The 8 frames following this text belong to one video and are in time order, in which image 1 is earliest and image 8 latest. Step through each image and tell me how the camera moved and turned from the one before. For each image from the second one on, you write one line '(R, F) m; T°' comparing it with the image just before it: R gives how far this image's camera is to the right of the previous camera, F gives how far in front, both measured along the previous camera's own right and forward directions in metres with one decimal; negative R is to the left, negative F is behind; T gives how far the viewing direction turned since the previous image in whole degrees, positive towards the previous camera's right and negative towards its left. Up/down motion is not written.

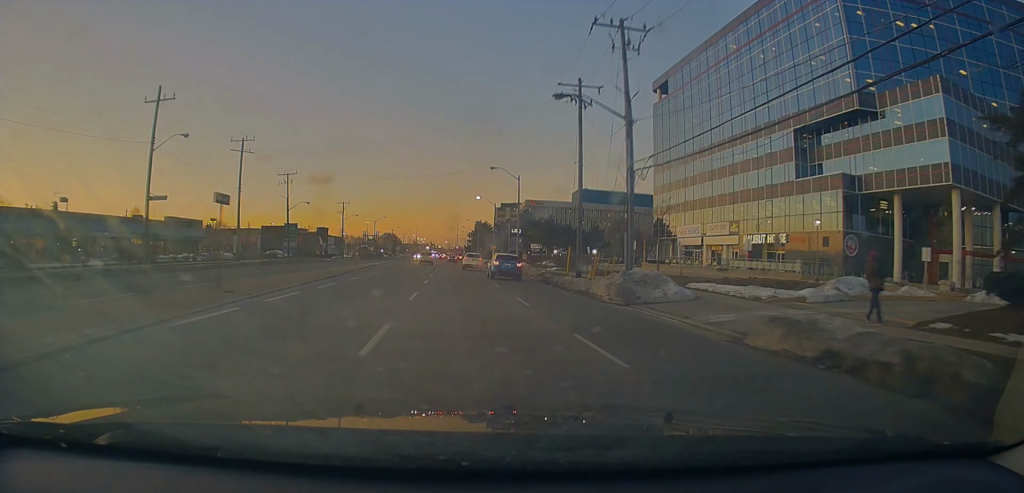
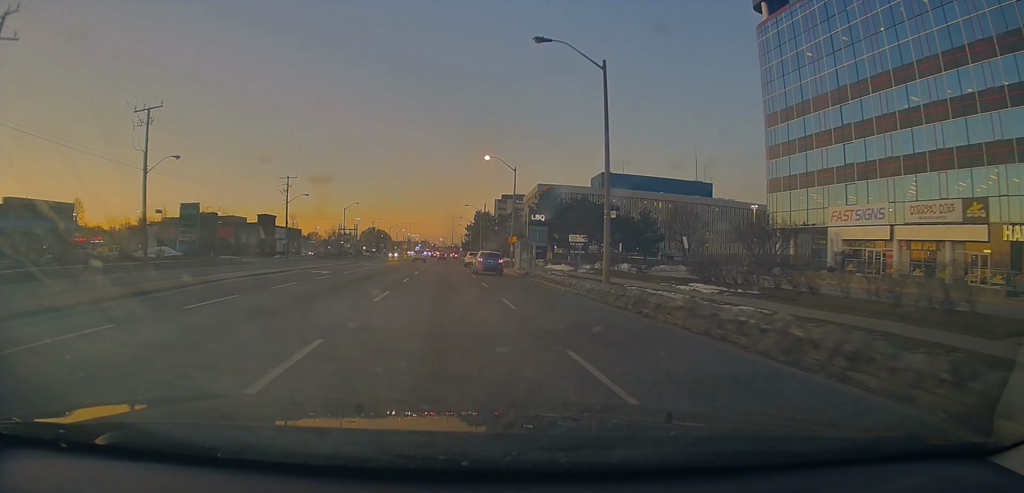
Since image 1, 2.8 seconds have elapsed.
(-0.5, +38.1) m; +1°
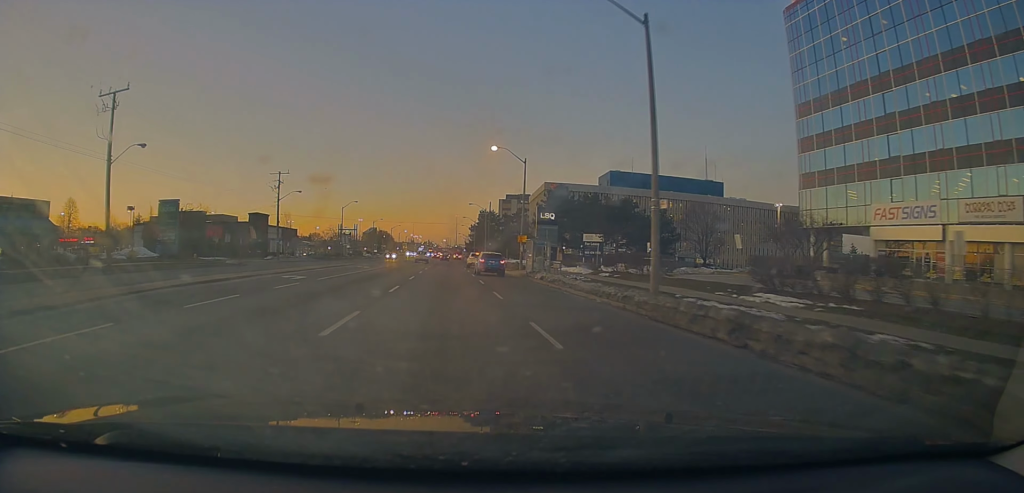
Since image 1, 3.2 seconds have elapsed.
(0.0, +5.7) m; +1°
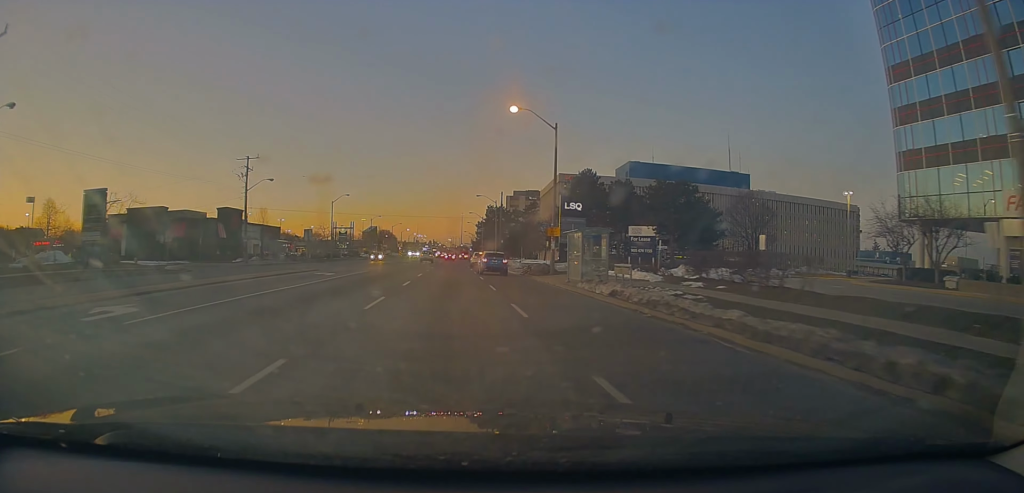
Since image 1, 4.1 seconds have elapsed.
(+0.4, +14.0) m; -1°
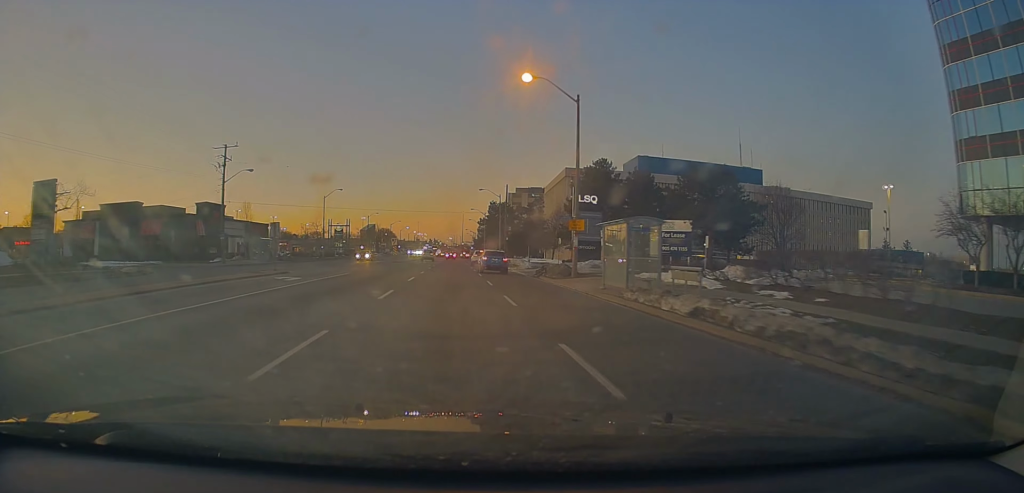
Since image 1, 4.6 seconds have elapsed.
(-0.3, +7.0) m; -1°
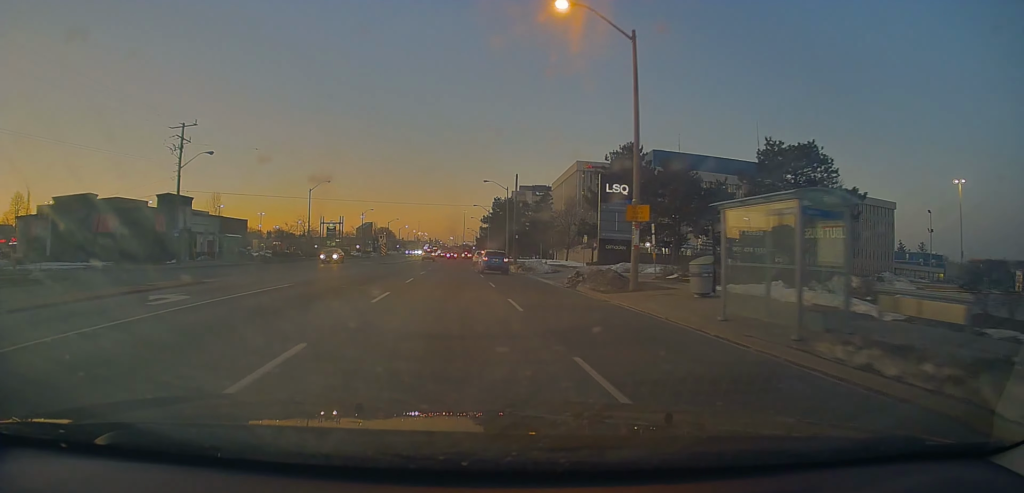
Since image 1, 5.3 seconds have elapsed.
(-0.2, +10.5) m; -1°
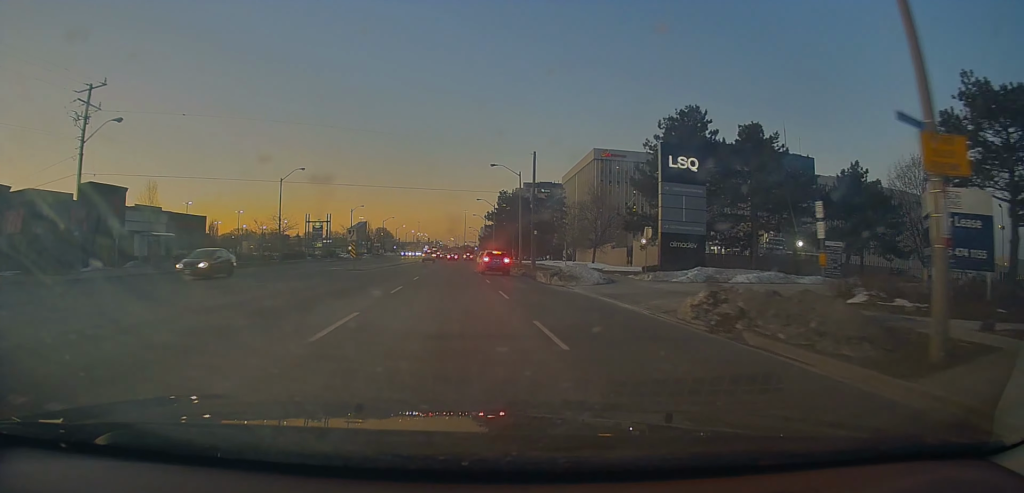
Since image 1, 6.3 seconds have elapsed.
(+0.1, +15.0) m; +1°
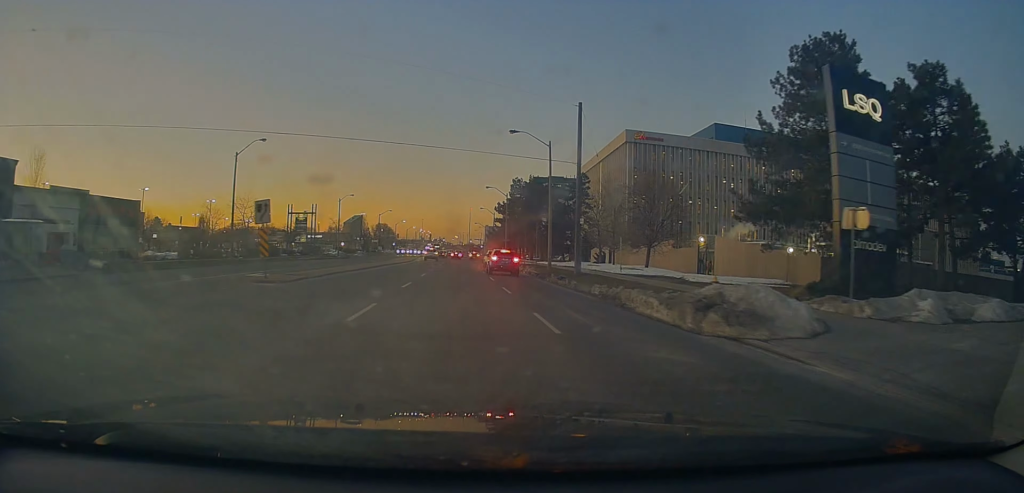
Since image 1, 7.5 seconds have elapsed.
(+0.1, +17.3) m; -1°
